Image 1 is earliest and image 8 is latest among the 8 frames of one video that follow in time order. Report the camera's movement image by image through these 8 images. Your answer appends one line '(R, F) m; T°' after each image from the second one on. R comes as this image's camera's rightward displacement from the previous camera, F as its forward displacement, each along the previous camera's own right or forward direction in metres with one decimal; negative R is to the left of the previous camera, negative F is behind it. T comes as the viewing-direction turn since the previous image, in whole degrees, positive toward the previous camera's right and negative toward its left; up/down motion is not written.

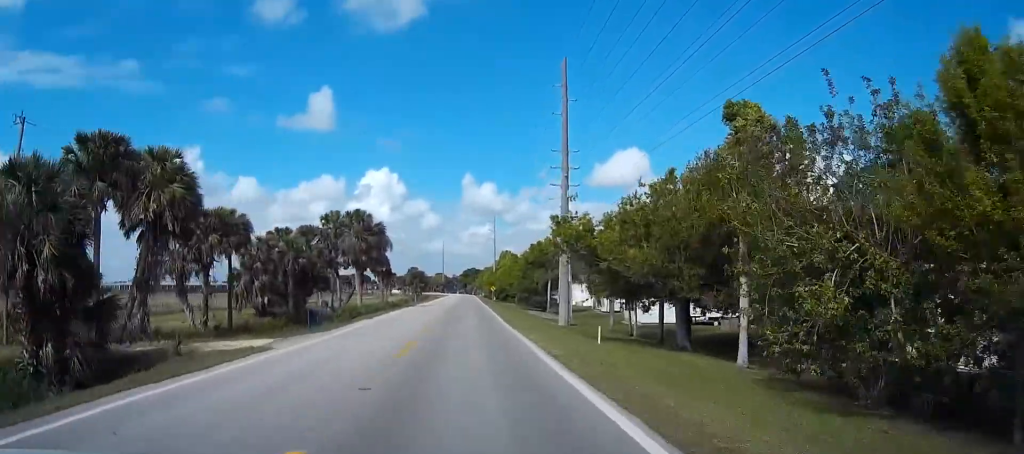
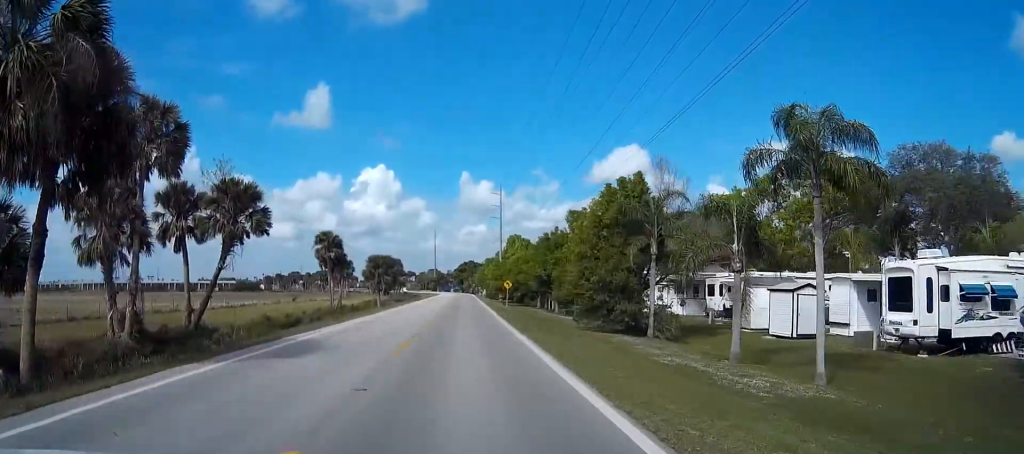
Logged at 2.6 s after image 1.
(+0.7, +48.7) m; +1°
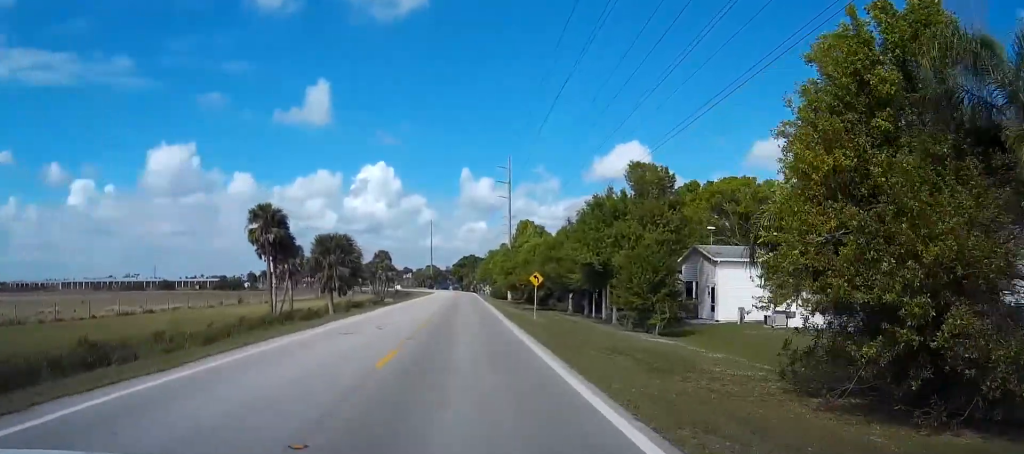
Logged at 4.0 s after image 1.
(0.0, +27.2) m; 0°
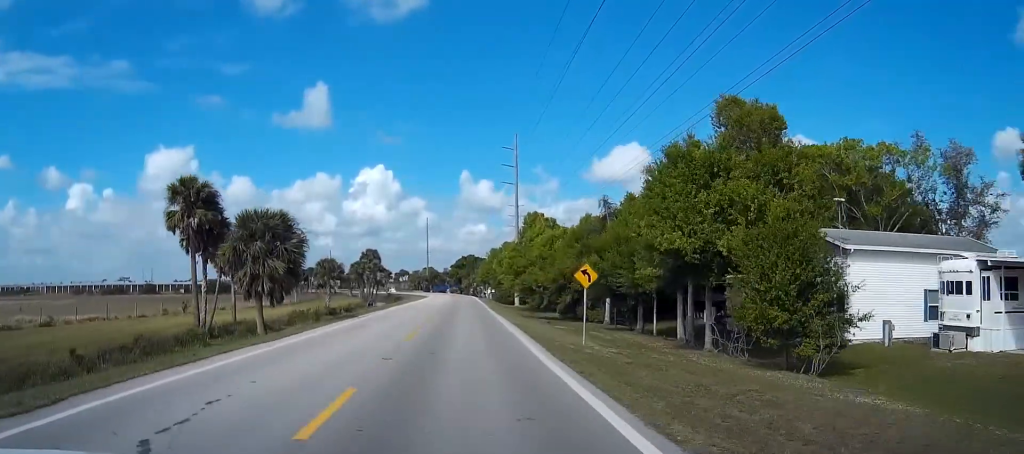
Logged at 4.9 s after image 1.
(0.0, +17.0) m; 0°
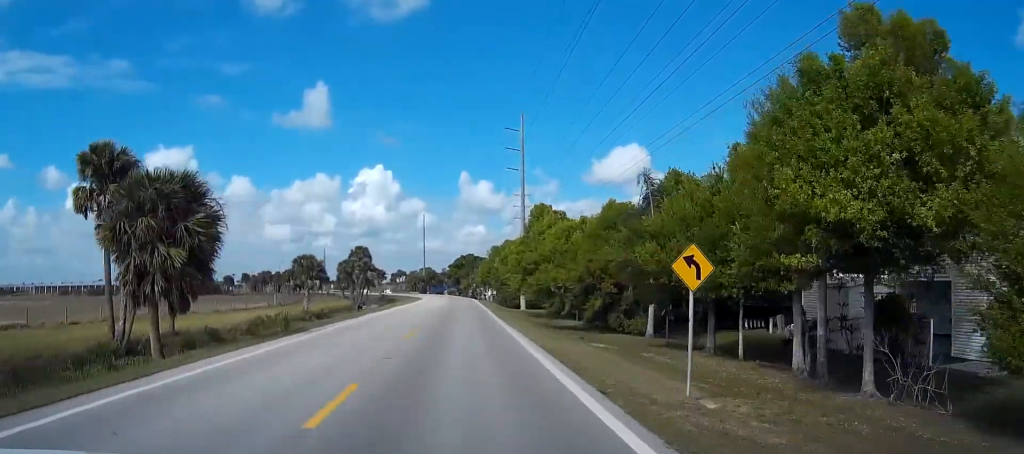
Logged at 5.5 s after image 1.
(0.0, +11.3) m; 0°
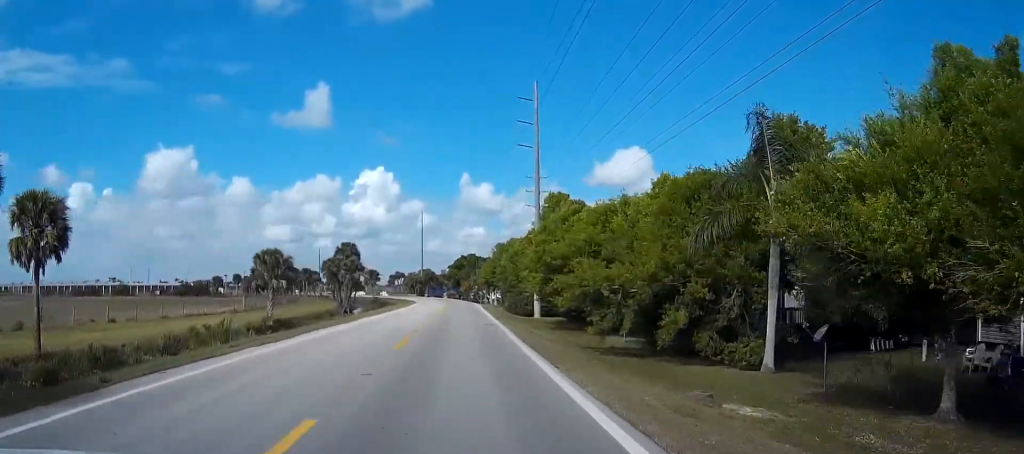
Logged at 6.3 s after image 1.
(+0.1, +14.3) m; 0°
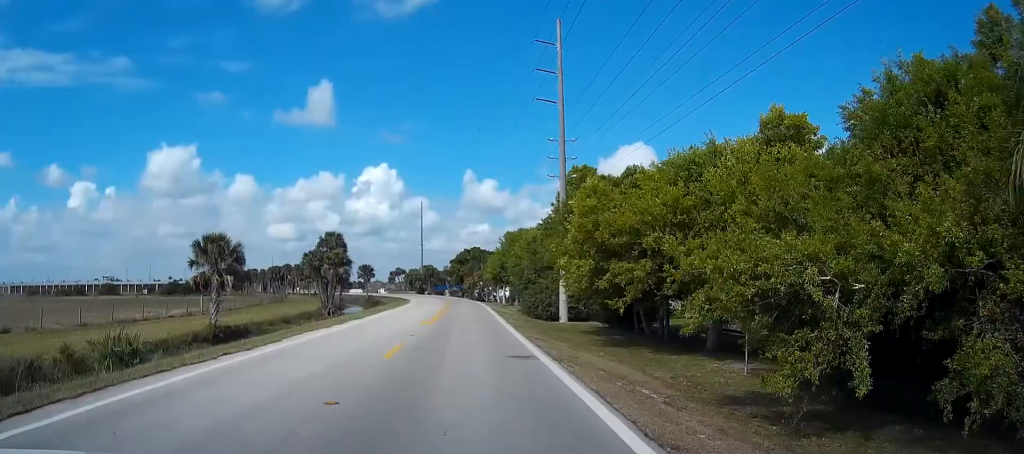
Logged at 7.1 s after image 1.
(0.0, +14.9) m; 0°
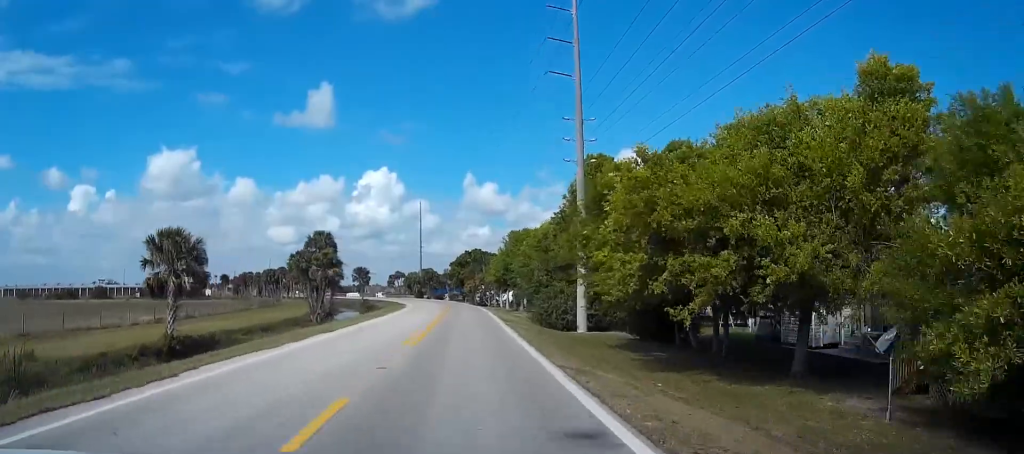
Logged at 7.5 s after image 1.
(0.0, +7.4) m; 0°
